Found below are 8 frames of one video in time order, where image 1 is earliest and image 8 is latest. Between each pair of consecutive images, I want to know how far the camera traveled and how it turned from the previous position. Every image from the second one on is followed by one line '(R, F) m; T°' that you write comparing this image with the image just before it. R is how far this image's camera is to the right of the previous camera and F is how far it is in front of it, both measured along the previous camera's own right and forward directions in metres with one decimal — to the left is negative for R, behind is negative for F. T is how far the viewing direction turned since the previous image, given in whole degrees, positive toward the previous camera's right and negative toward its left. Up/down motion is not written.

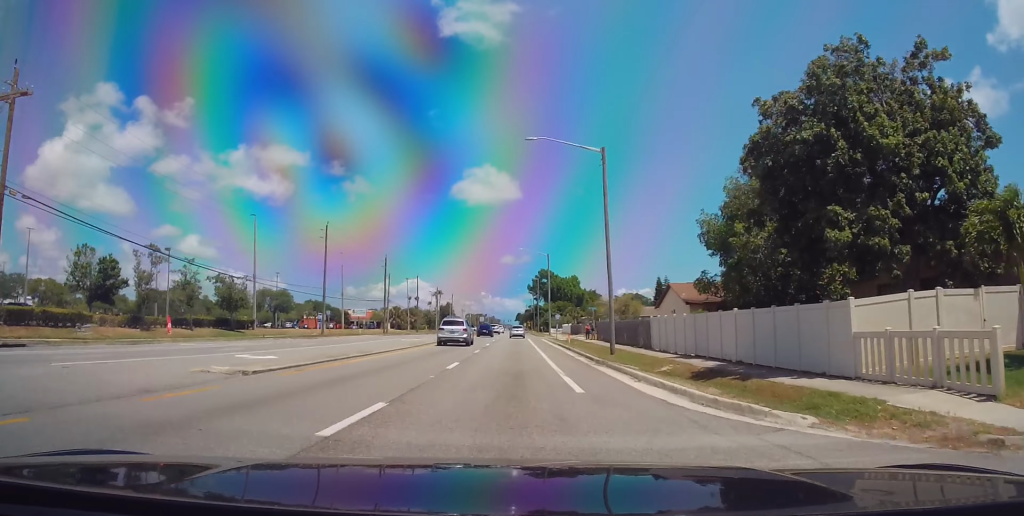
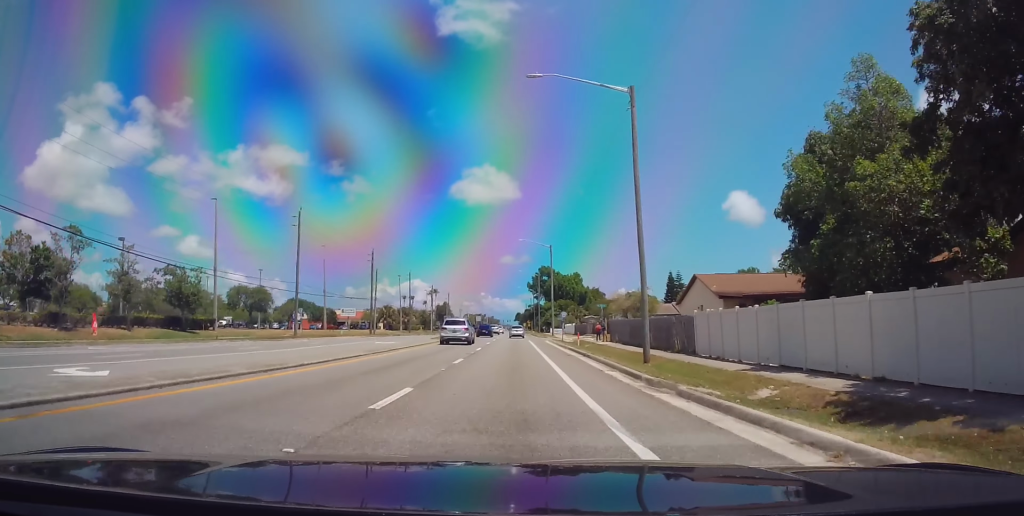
(0.0, +9.7) m; 0°
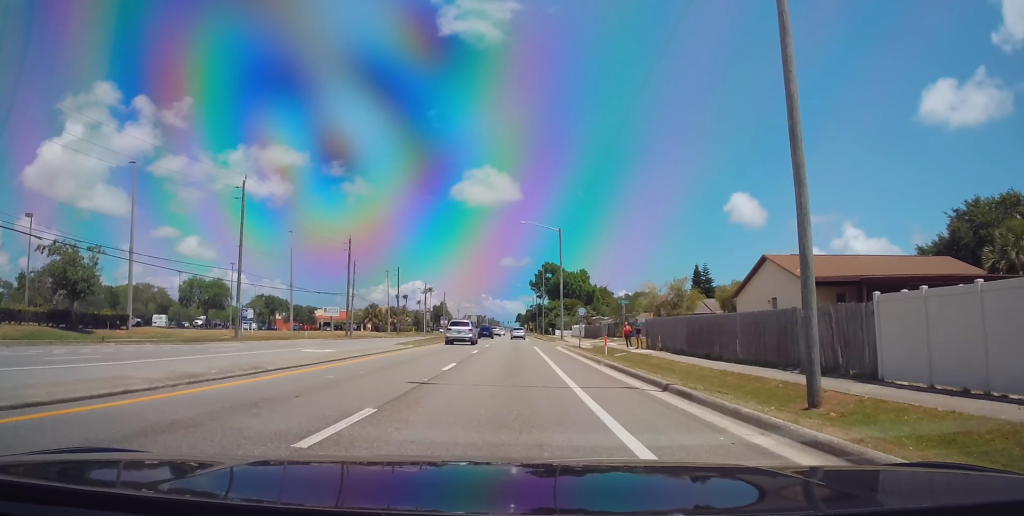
(0.0, +15.3) m; 0°
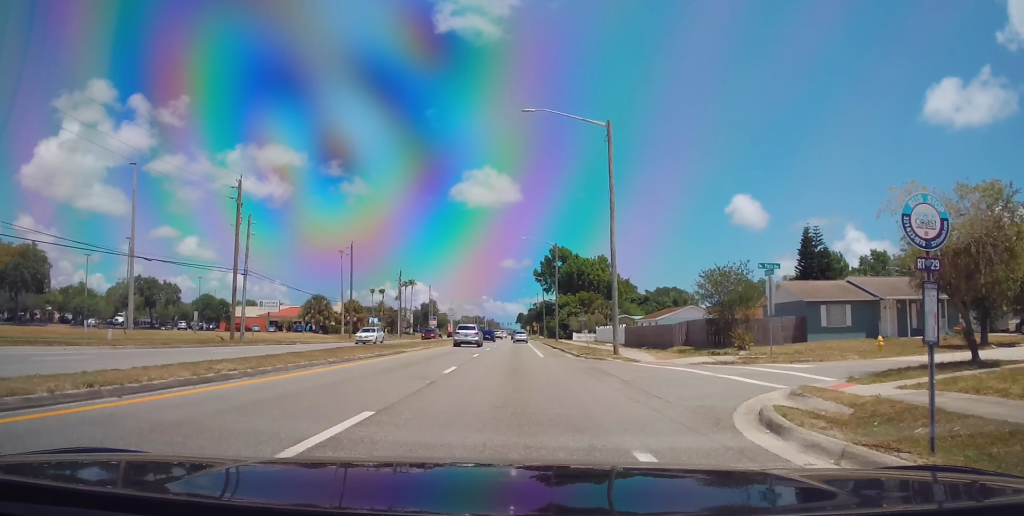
(0.0, +36.2) m; 0°
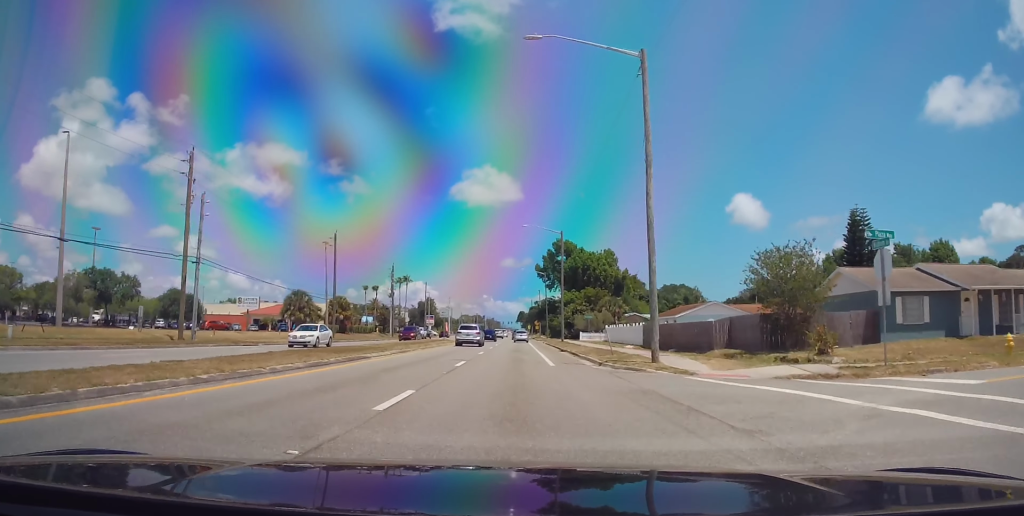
(0.0, +8.6) m; 0°
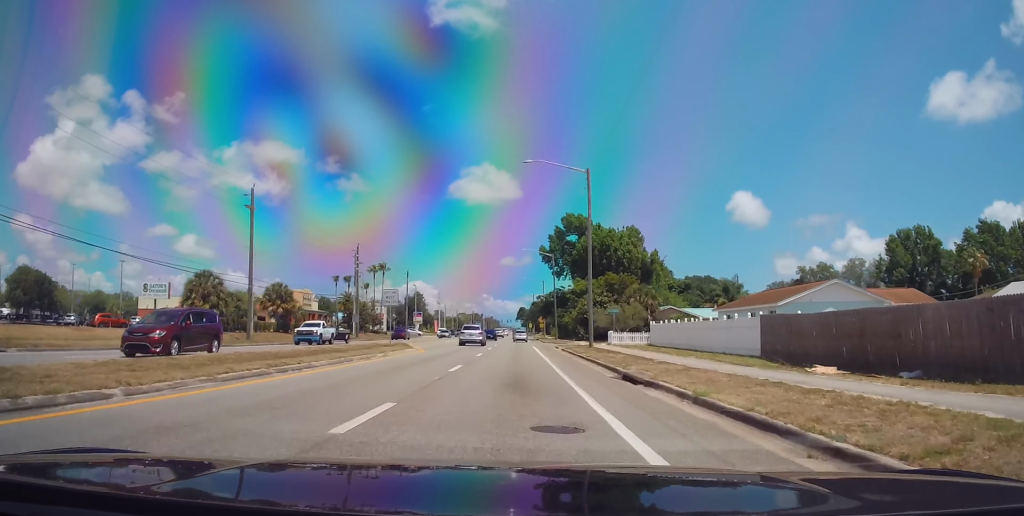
(0.0, +26.4) m; 0°
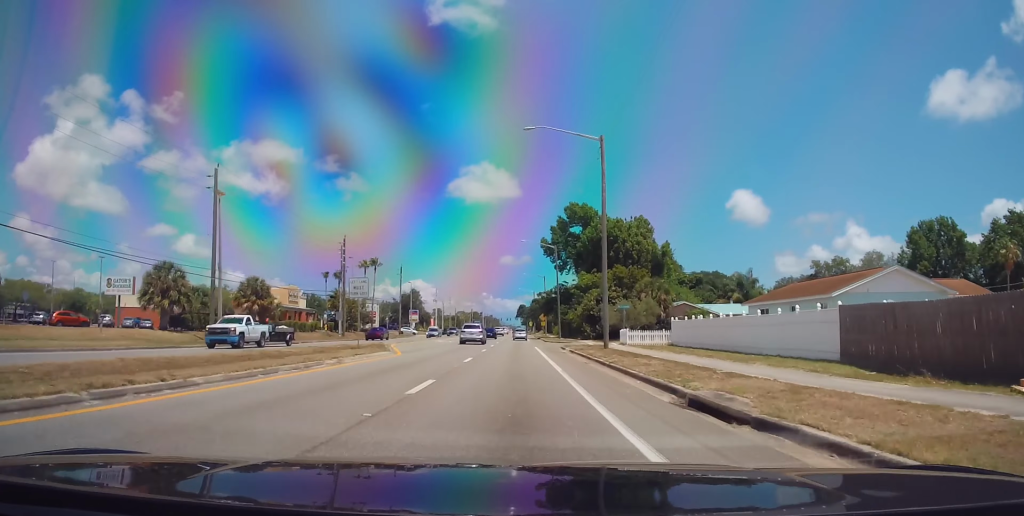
(0.0, +7.3) m; 0°
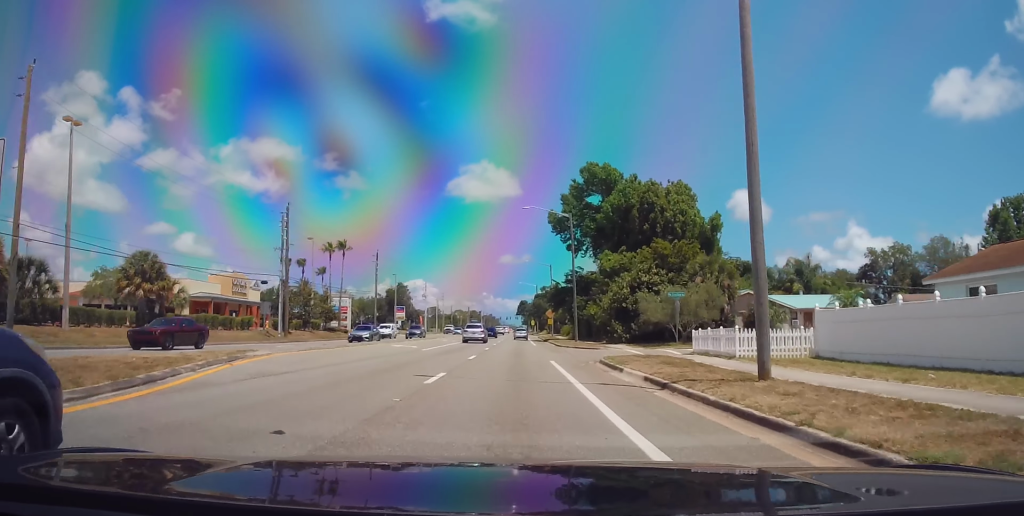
(0.0, +22.4) m; 0°
